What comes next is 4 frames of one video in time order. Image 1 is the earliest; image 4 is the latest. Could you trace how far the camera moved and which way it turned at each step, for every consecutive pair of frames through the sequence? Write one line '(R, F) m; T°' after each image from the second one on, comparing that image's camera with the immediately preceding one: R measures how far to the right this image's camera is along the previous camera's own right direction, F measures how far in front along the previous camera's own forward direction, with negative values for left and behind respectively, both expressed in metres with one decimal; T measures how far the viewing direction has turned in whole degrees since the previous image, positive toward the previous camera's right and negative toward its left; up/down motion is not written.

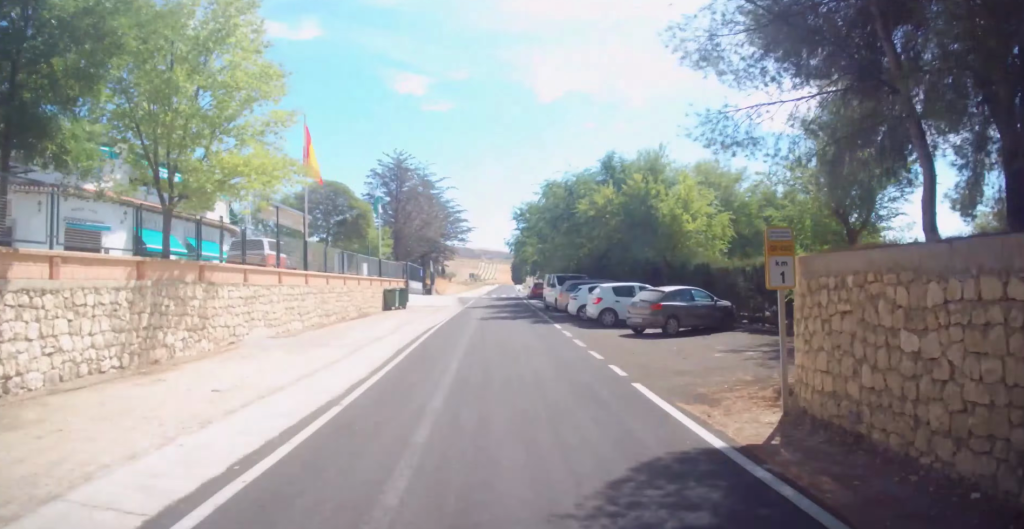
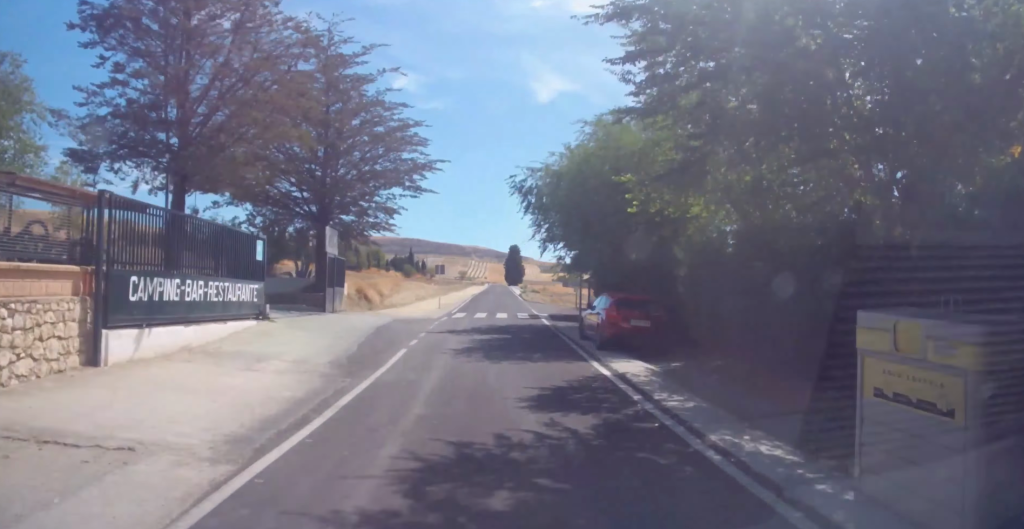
(-0.2, +41.8) m; +1°
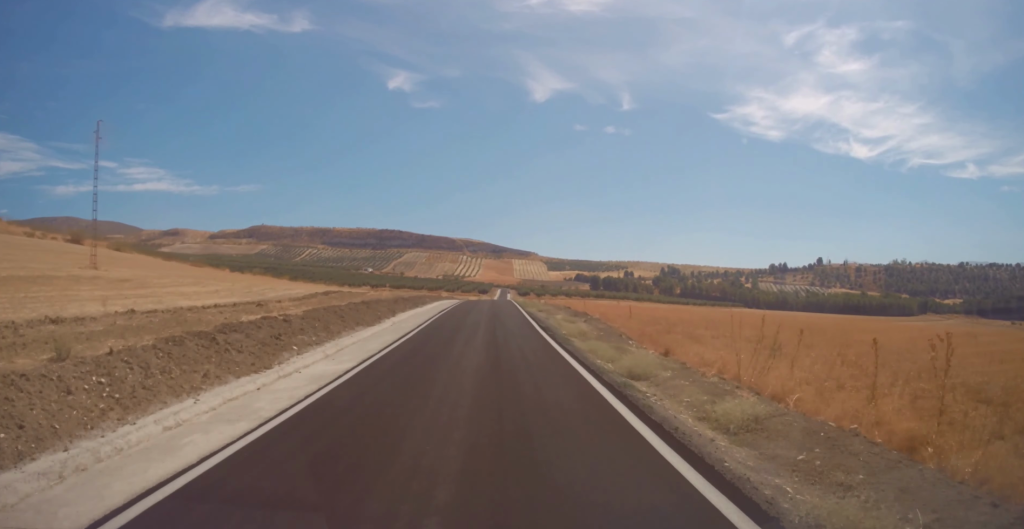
(+3.9, +318.1) m; +1°
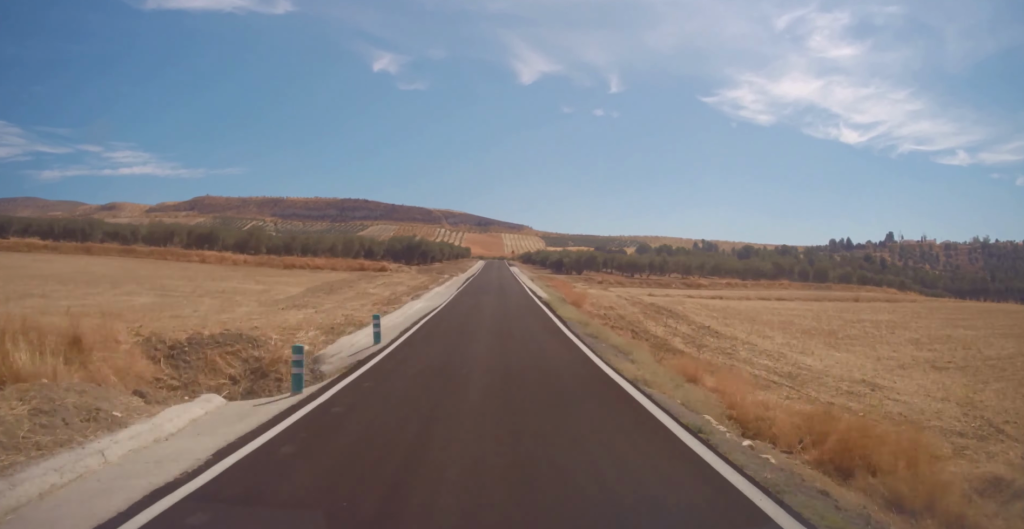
(+2.1, +225.0) m; 0°
